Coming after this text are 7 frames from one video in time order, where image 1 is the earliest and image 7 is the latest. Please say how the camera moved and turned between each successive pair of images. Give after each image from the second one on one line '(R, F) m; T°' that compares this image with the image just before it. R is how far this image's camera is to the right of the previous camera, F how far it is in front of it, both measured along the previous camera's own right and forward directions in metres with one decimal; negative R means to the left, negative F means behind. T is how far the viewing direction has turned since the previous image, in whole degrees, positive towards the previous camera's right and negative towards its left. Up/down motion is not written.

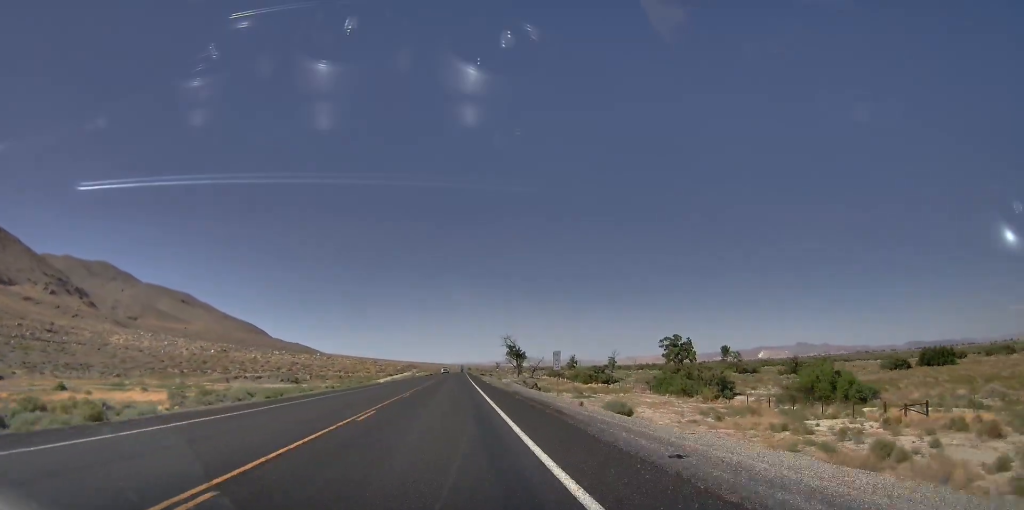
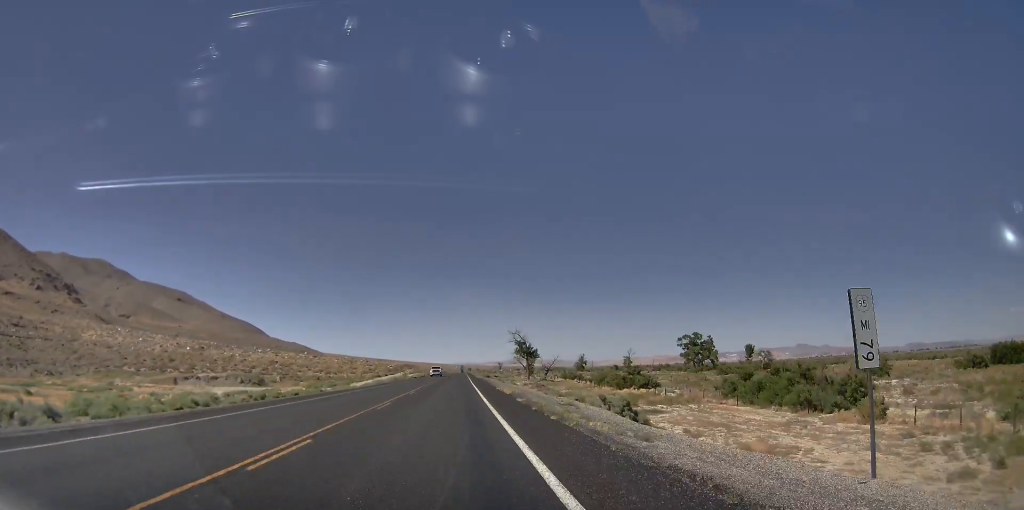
(-0.1, +31.9) m; -1°
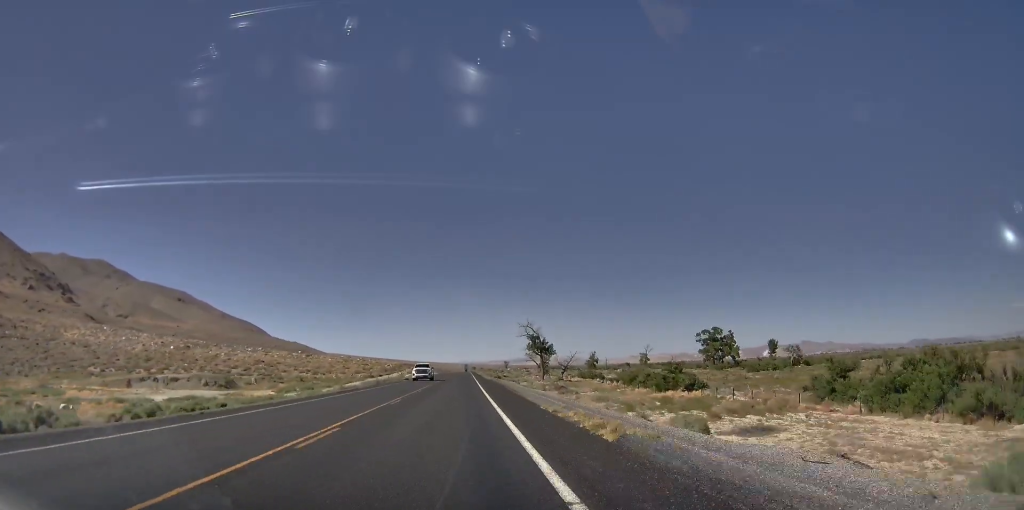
(-0.3, +22.3) m; -1°
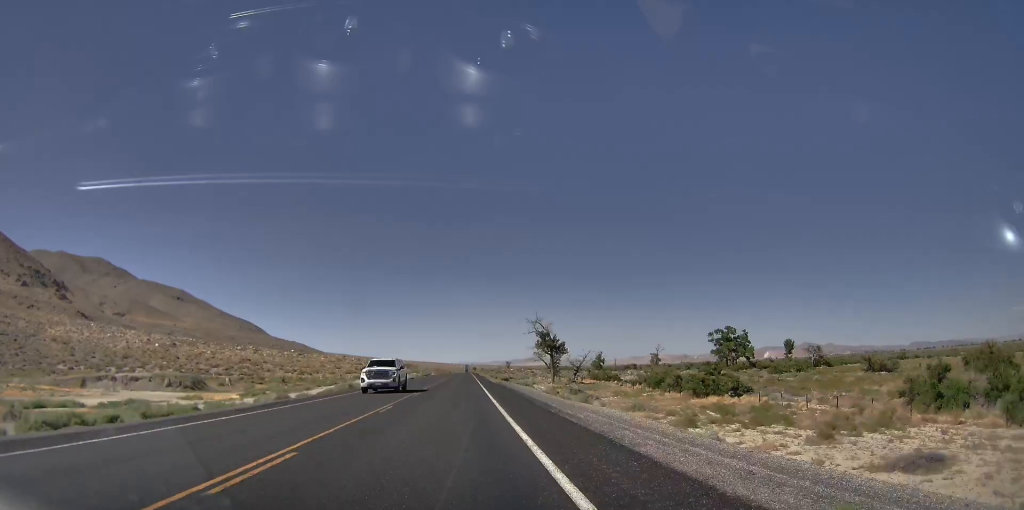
(+0.2, +15.9) m; 0°
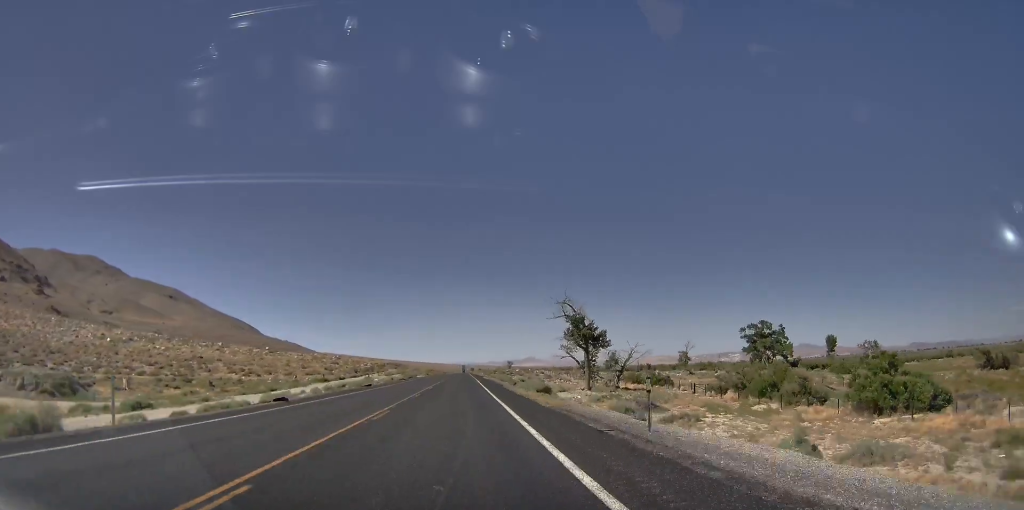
(-0.4, +38.8) m; +1°
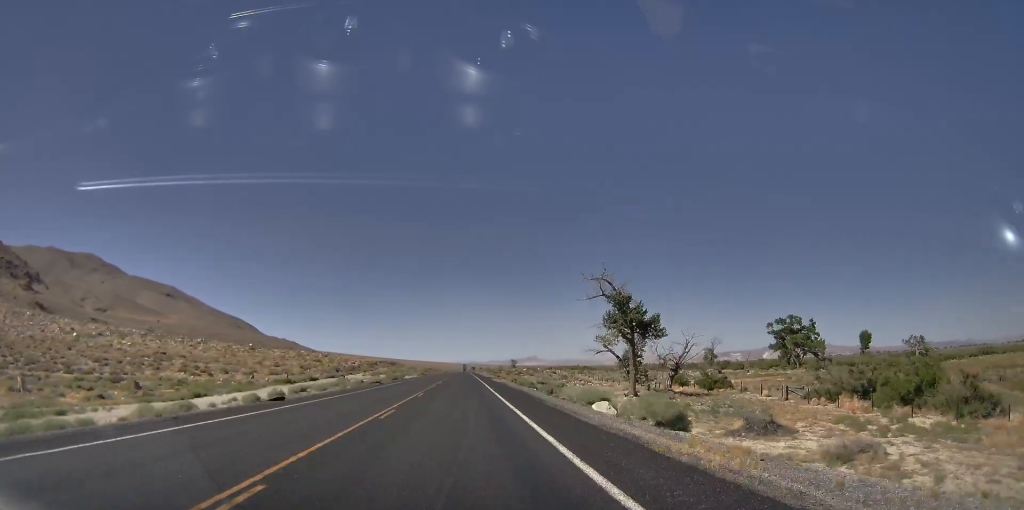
(+0.7, +24.3) m; +1°
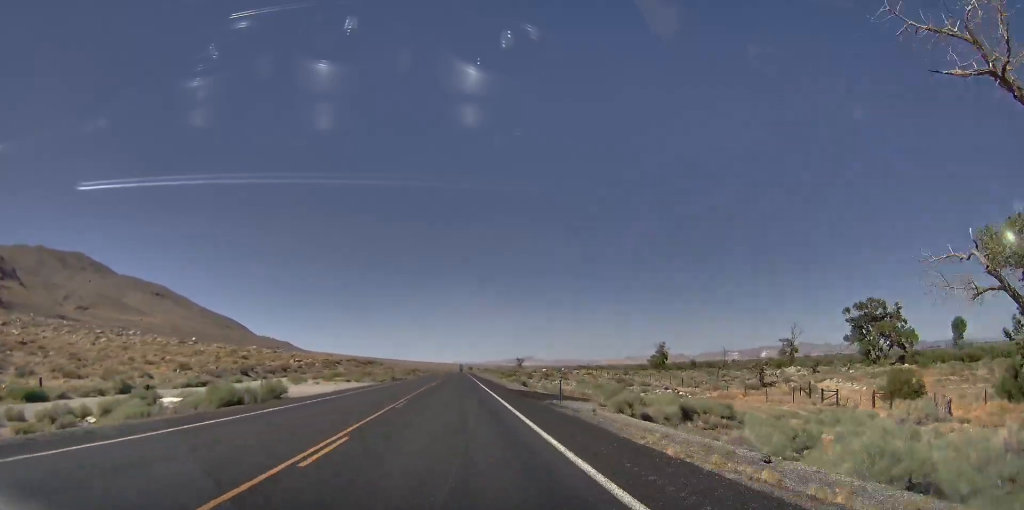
(-0.3, +56.4) m; -1°
